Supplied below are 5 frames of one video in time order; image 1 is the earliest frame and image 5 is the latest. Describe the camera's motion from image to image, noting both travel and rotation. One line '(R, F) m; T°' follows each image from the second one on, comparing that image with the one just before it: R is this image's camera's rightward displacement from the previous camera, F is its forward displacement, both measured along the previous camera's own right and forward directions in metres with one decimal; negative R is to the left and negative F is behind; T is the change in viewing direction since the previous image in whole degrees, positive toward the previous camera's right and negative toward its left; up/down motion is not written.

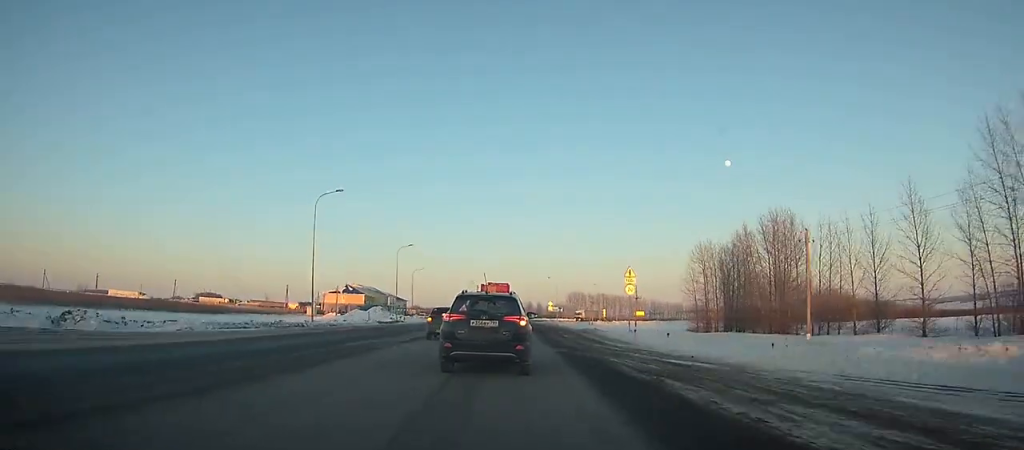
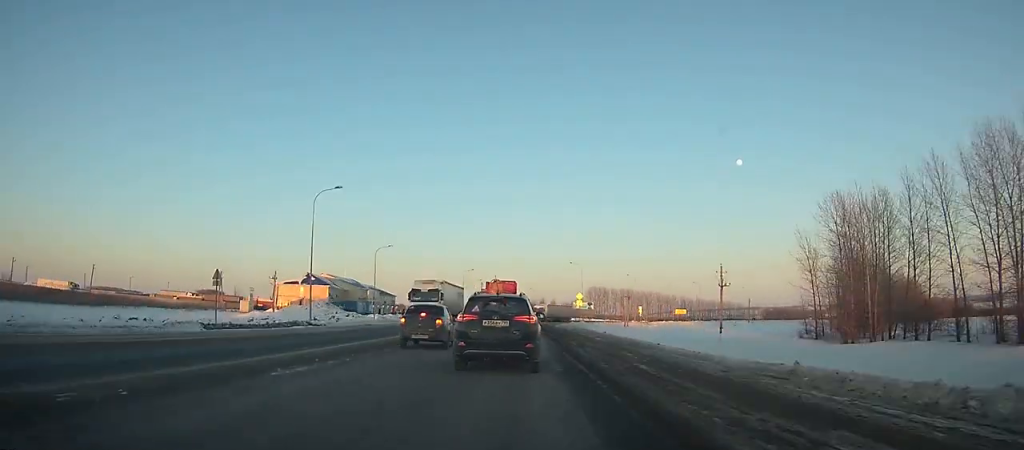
(-0.4, +41.8) m; -1°
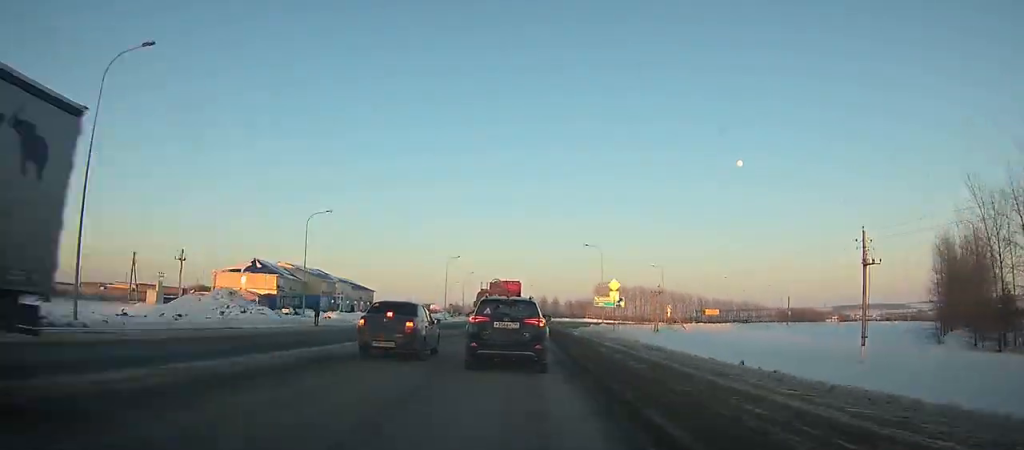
(-0.1, +30.6) m; 0°
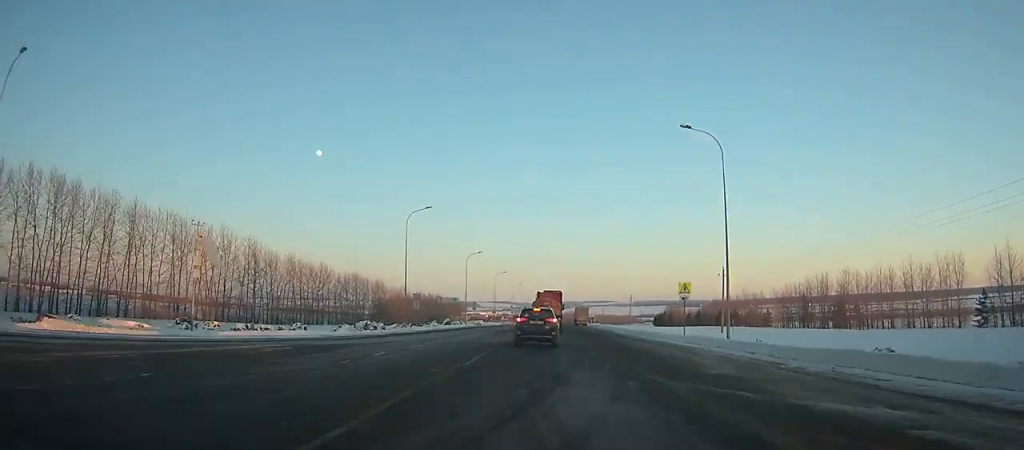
(+51.4, +160.8) m; +41°
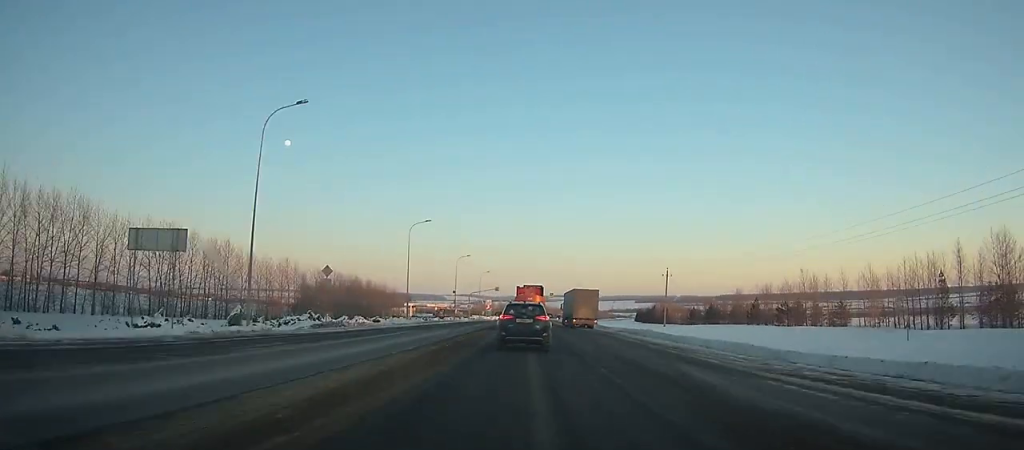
(+3.5, +65.1) m; +4°
